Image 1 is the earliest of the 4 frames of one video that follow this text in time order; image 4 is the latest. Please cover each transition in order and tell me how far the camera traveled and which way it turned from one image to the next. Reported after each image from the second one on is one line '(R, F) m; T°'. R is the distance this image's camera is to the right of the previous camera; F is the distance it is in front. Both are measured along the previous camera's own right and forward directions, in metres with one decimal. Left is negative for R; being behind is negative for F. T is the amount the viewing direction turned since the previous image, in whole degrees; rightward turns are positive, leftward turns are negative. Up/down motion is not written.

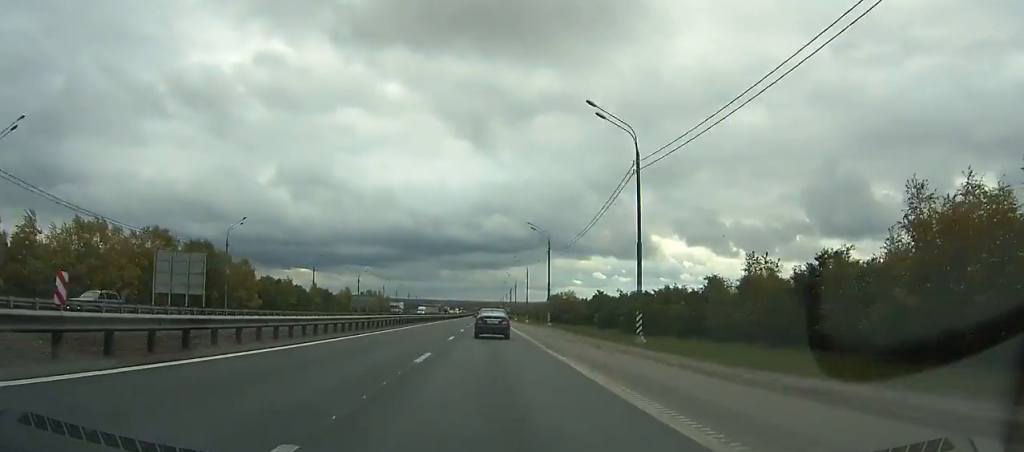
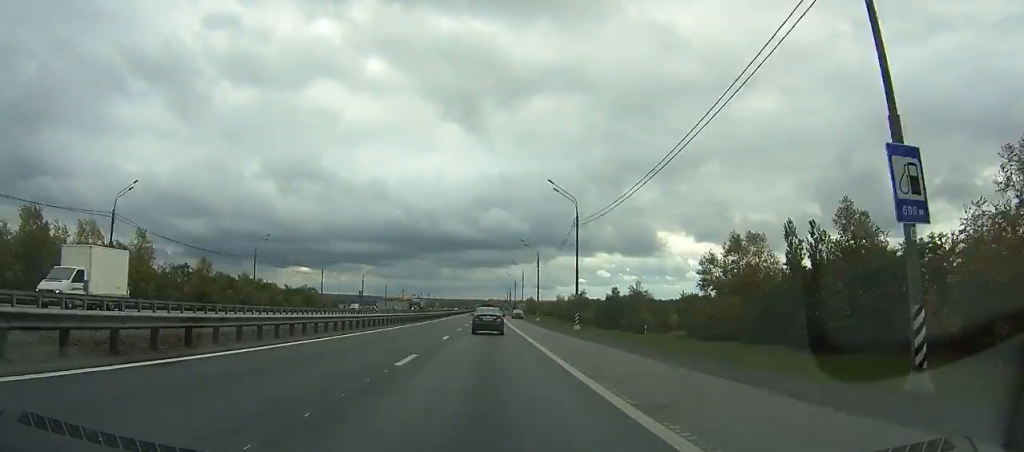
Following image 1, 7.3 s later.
(-11.4, +200.7) m; 0°
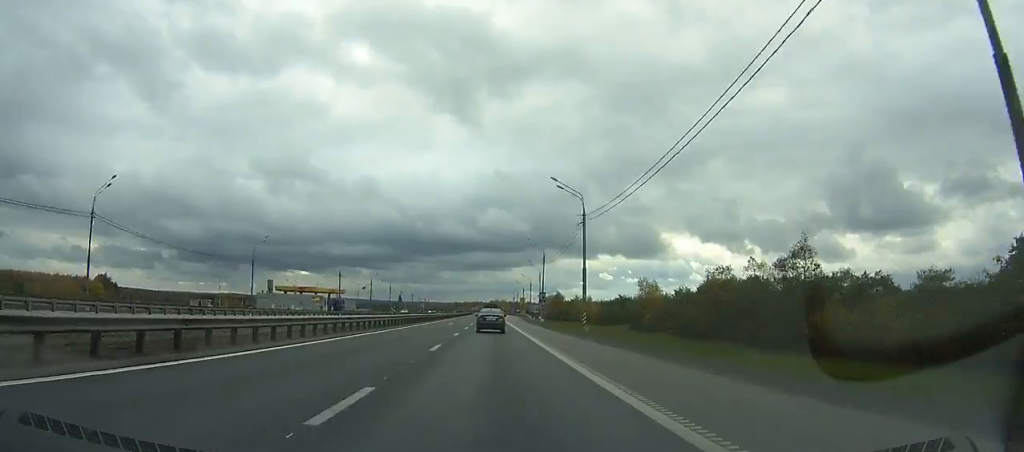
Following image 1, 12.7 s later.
(+9.8, +145.9) m; 0°
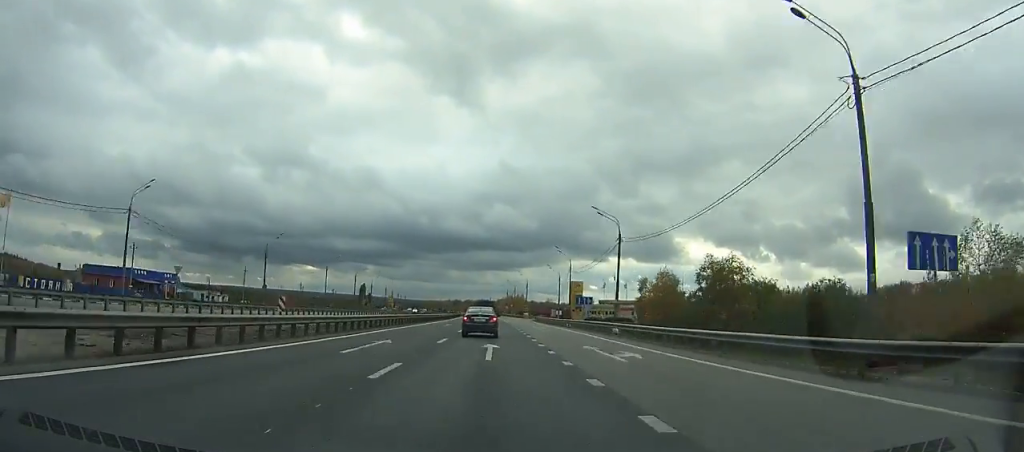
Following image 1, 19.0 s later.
(-1.9, +171.2) m; -1°
